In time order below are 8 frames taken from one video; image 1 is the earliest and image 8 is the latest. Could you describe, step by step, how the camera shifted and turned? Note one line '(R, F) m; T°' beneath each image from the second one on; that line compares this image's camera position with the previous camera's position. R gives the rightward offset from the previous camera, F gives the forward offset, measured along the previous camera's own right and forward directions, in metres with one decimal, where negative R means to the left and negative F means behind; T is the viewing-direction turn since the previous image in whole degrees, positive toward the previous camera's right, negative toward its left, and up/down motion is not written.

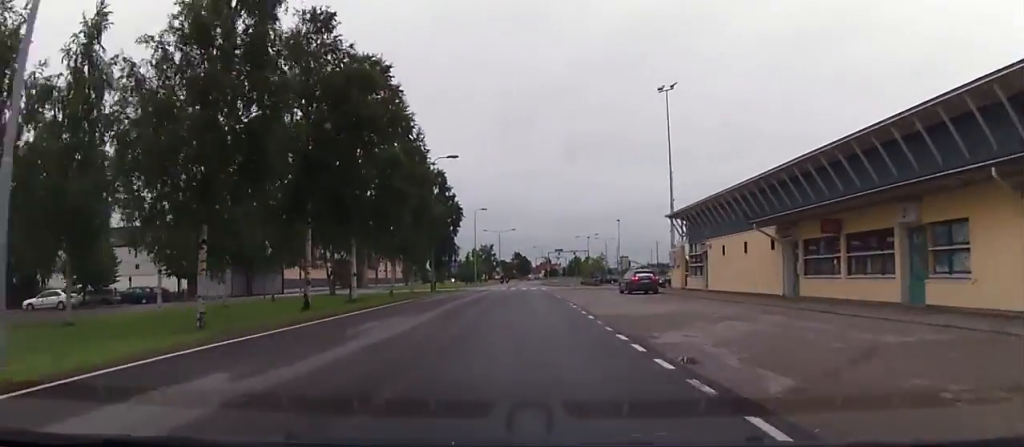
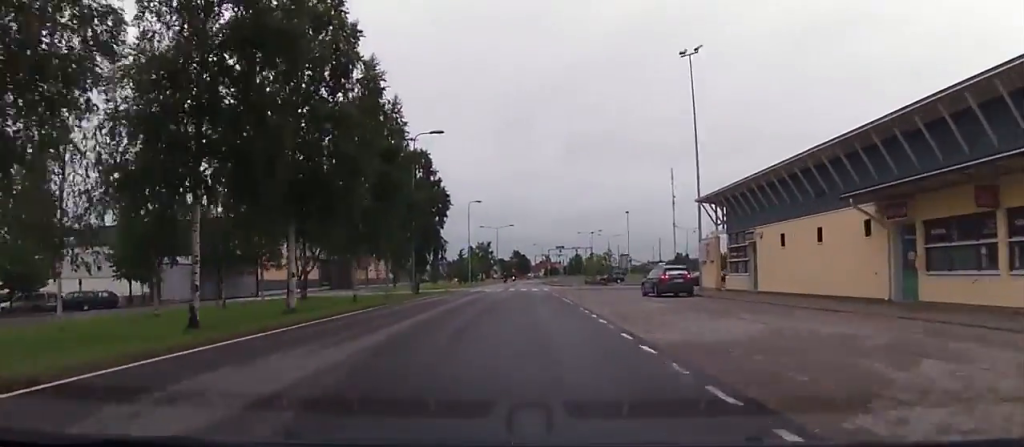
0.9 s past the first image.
(+0.1, +8.7) m; +1°
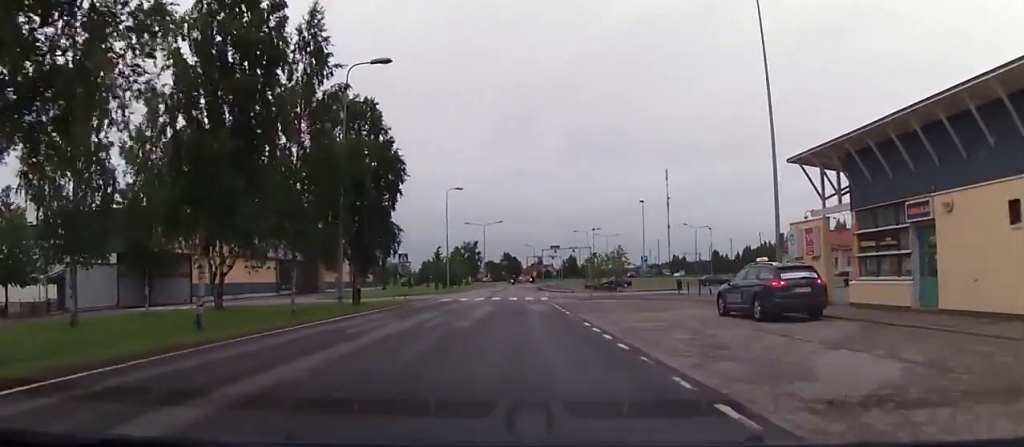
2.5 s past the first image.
(+0.3, +15.2) m; +1°
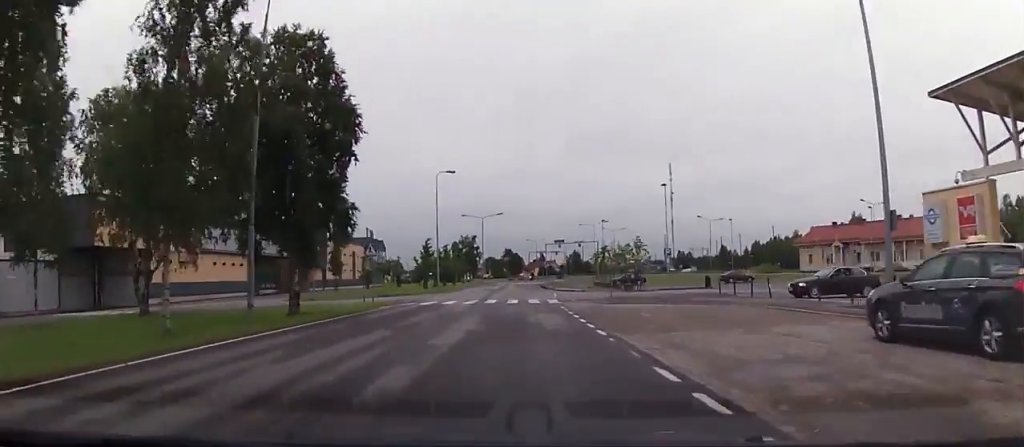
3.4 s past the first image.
(0.0, +9.0) m; 0°
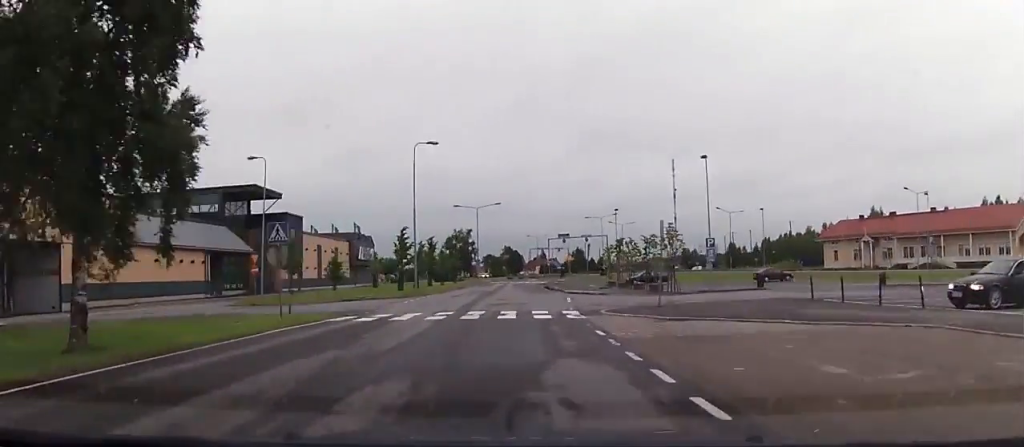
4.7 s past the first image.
(0.0, +12.4) m; 0°
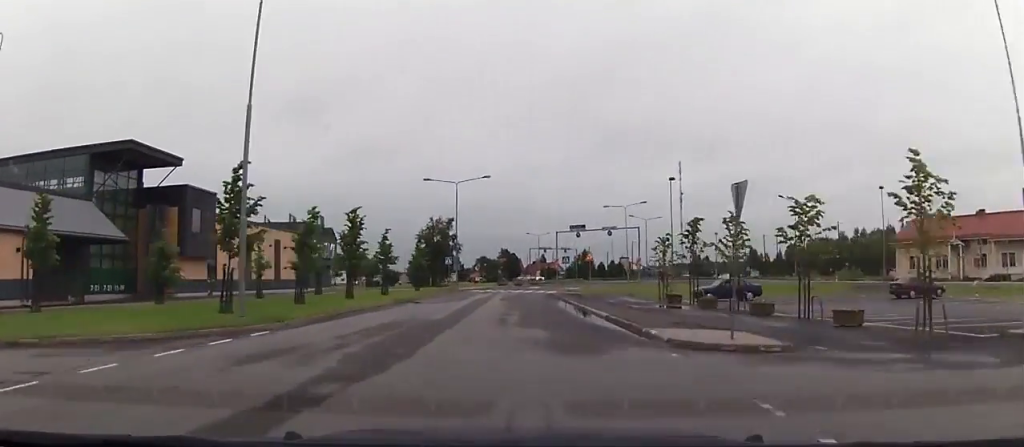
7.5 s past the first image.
(+0.5, +28.5) m; +1°
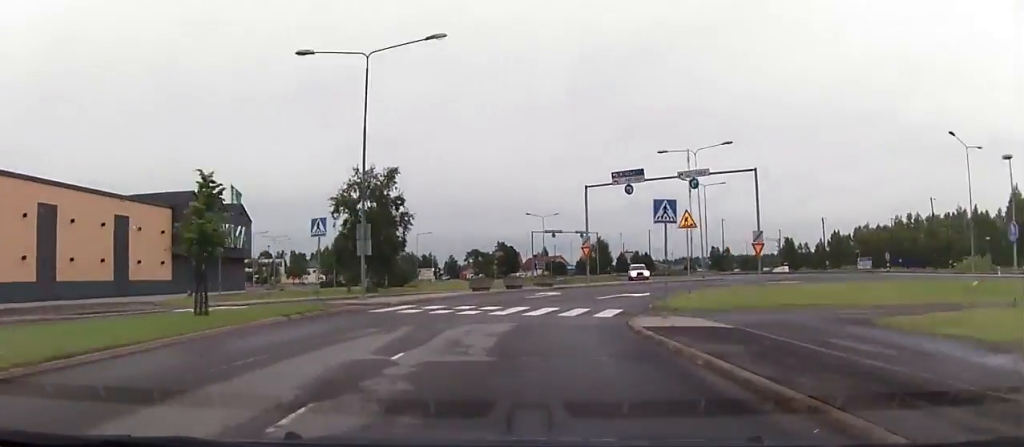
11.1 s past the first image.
(-1.0, +34.8) m; 0°
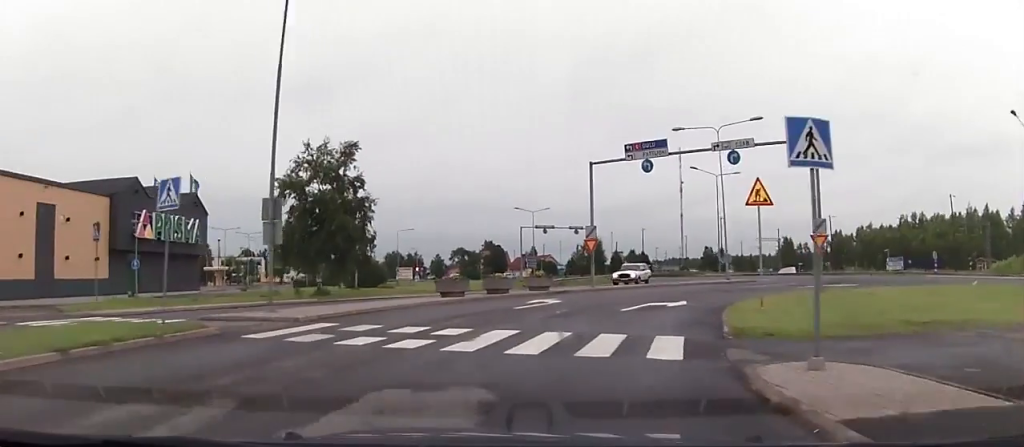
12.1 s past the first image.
(-0.1, +9.0) m; +3°
